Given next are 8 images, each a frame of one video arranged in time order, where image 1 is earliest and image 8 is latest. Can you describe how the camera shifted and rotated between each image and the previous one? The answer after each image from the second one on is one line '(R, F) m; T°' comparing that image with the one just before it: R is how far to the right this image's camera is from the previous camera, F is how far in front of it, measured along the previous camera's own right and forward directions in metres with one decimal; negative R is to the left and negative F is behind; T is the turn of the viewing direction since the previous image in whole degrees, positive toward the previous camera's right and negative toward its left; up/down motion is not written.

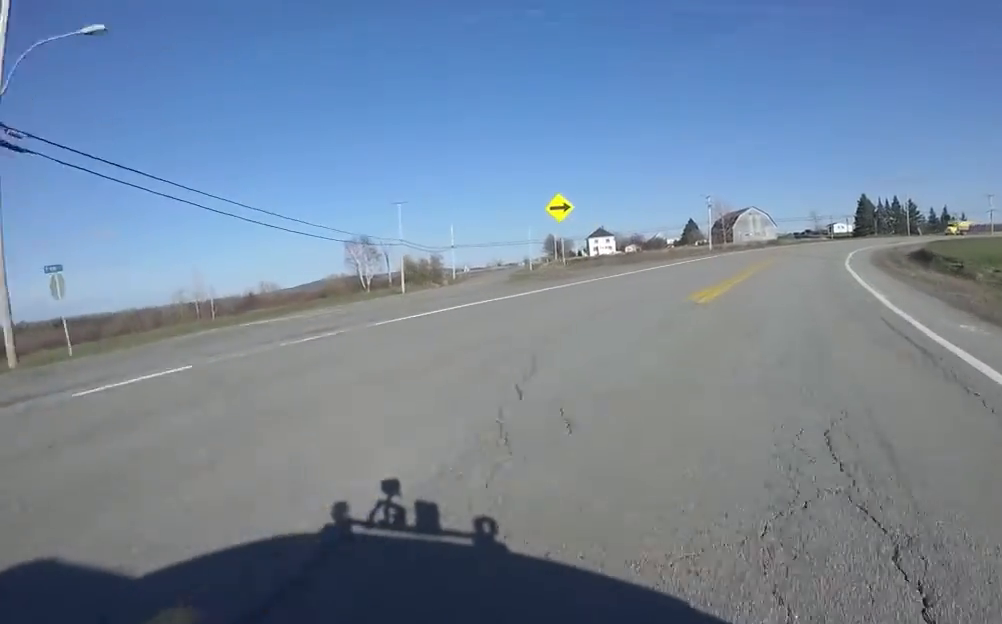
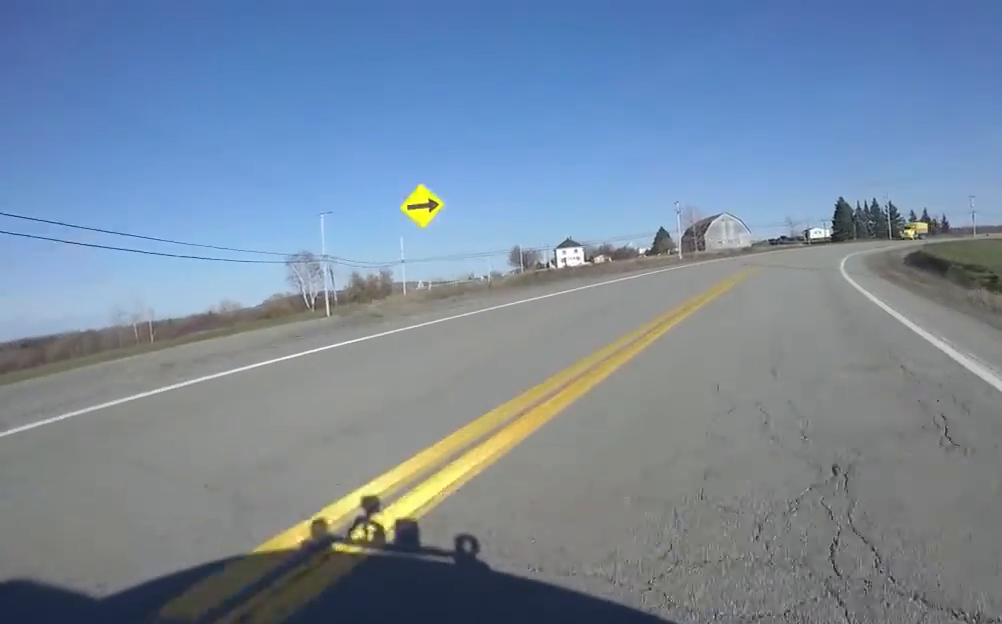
(+0.8, +8.1) m; 0°
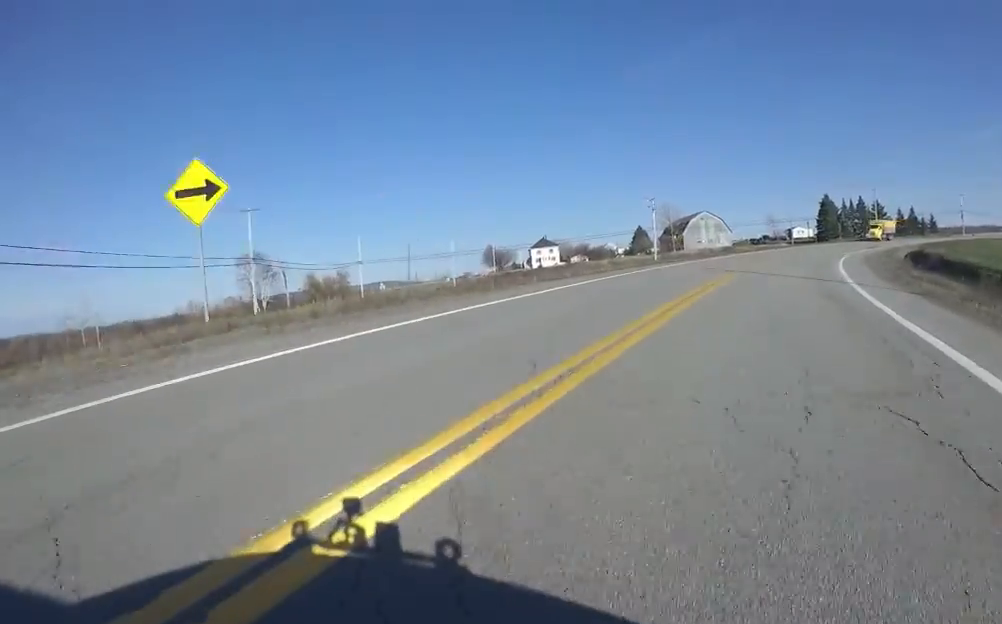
(-0.6, +7.0) m; -3°
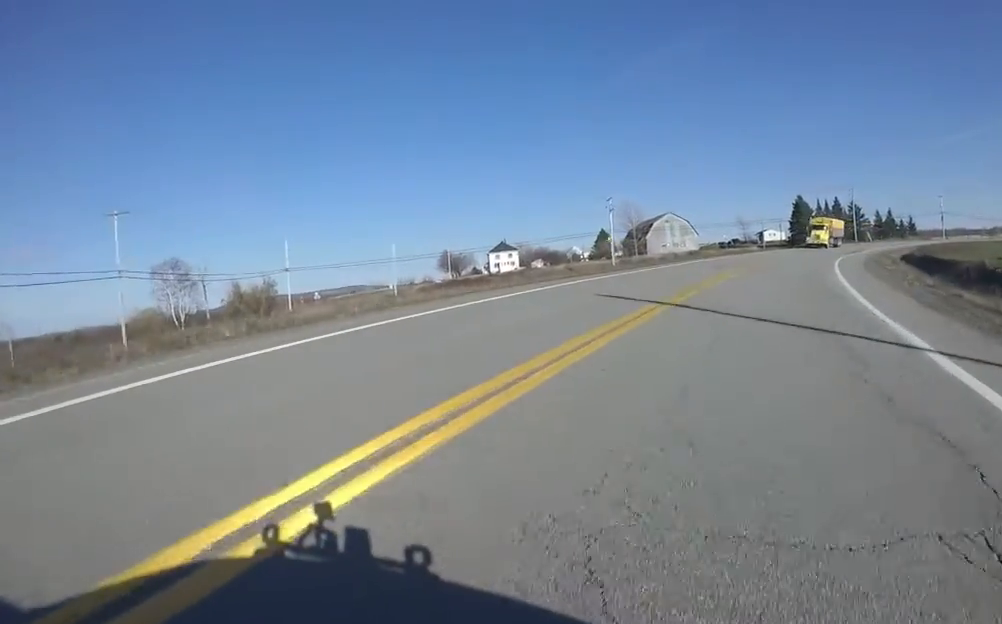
(-0.4, +10.4) m; +1°
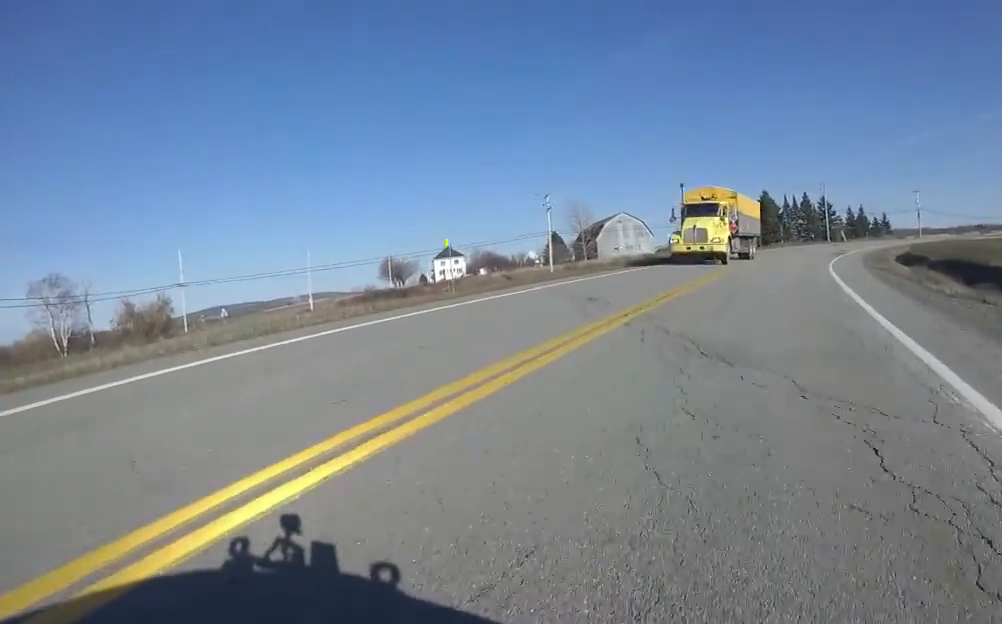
(+0.9, +13.0) m; +8°
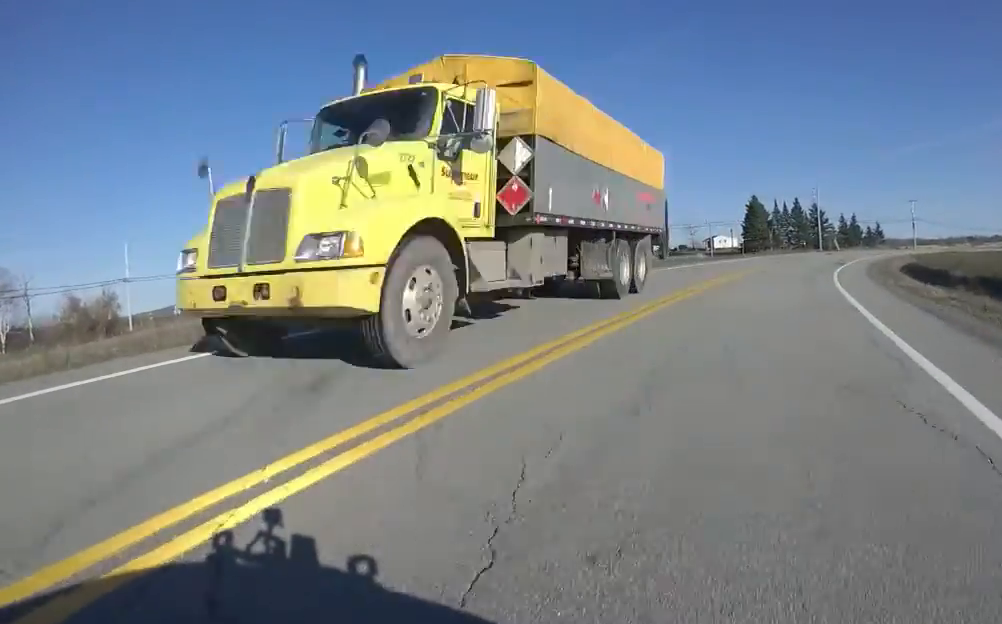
(+0.2, +6.4) m; +2°
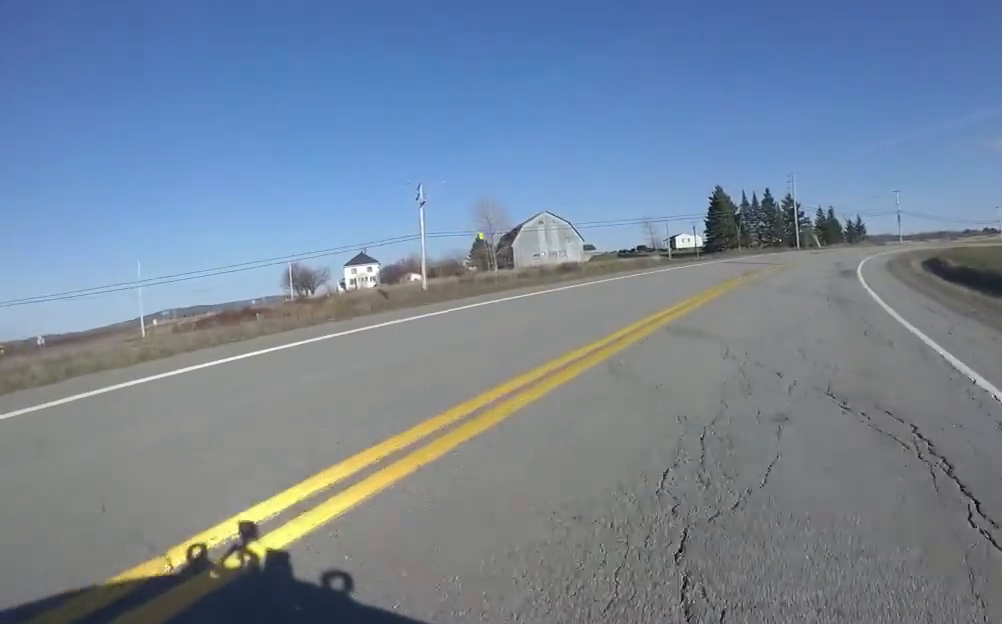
(+0.2, +16.4) m; +1°
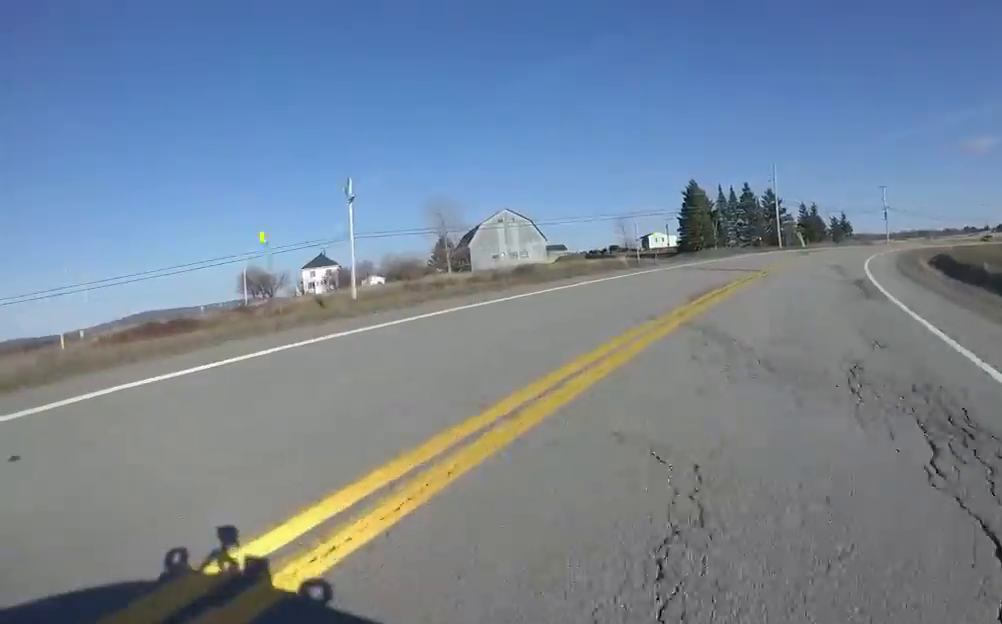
(0.0, +7.9) m; 0°
